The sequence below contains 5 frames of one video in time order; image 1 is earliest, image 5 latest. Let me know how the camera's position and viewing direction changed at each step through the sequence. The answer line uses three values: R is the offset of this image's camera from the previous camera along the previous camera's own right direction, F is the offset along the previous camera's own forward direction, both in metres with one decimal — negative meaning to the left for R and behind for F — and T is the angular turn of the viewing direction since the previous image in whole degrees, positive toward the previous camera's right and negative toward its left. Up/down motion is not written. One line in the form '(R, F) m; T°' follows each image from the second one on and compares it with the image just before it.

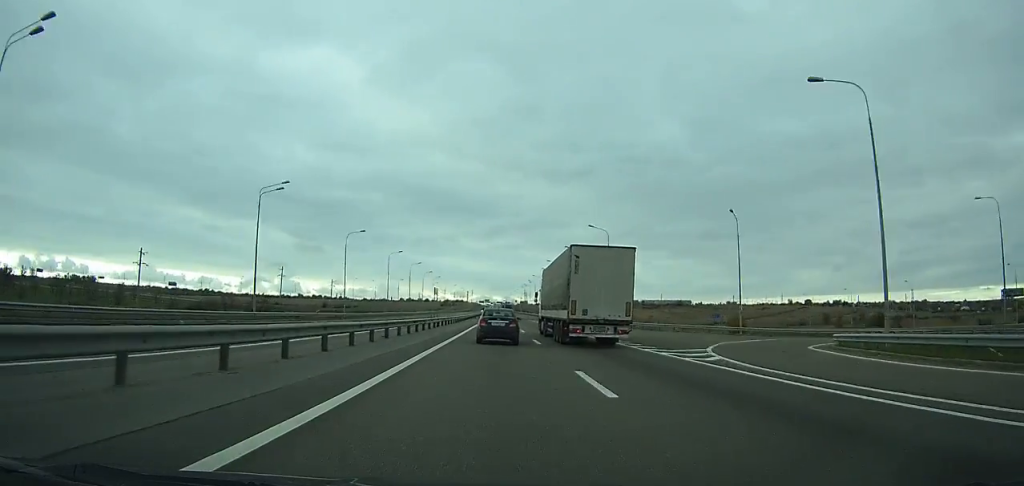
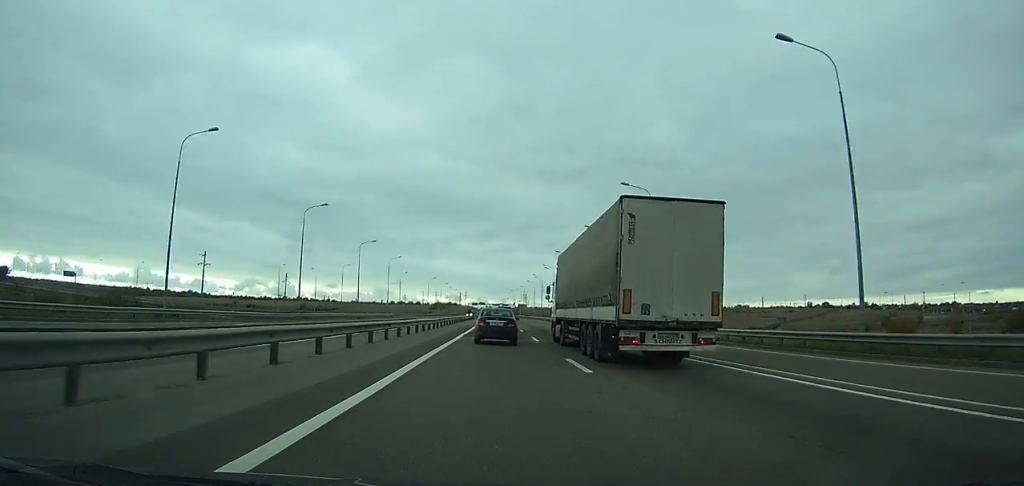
(0.0, +74.0) m; 0°
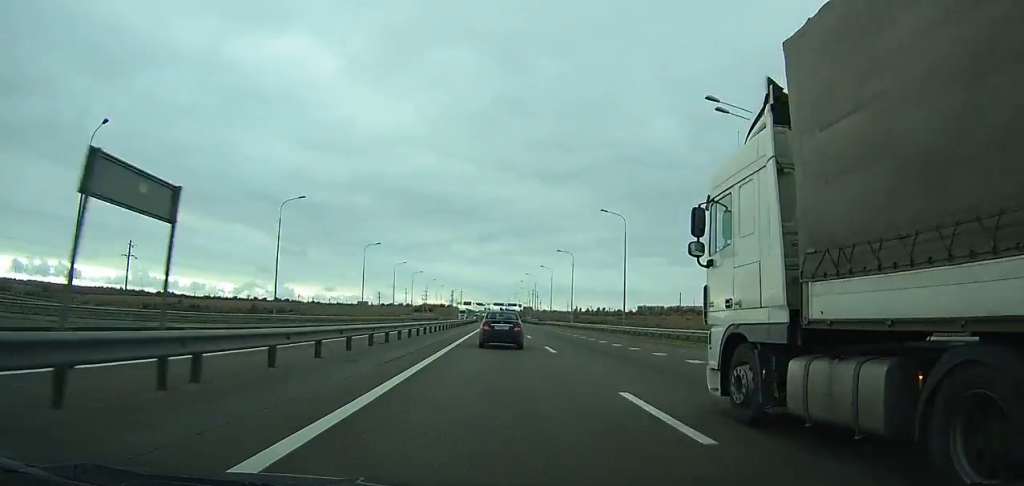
(+0.6, +135.3) m; 0°
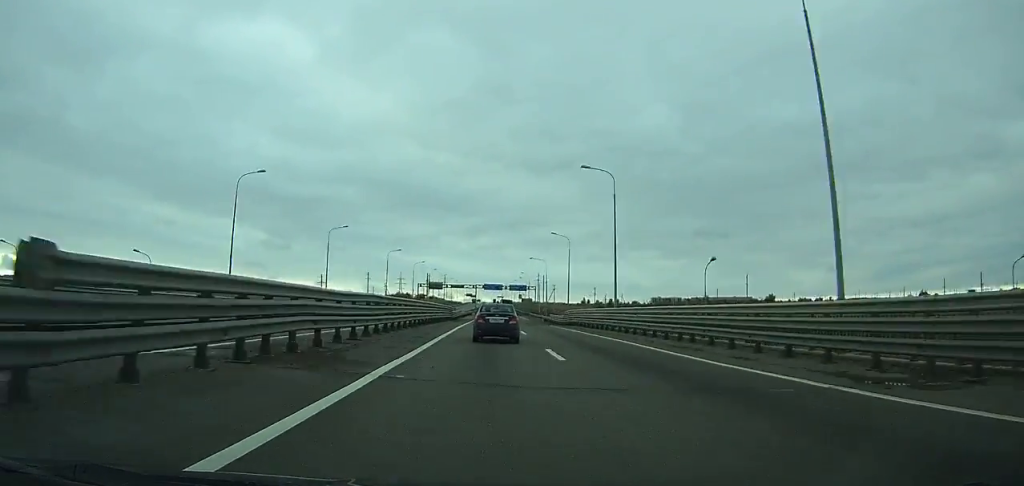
(+0.1, +133.4) m; 0°
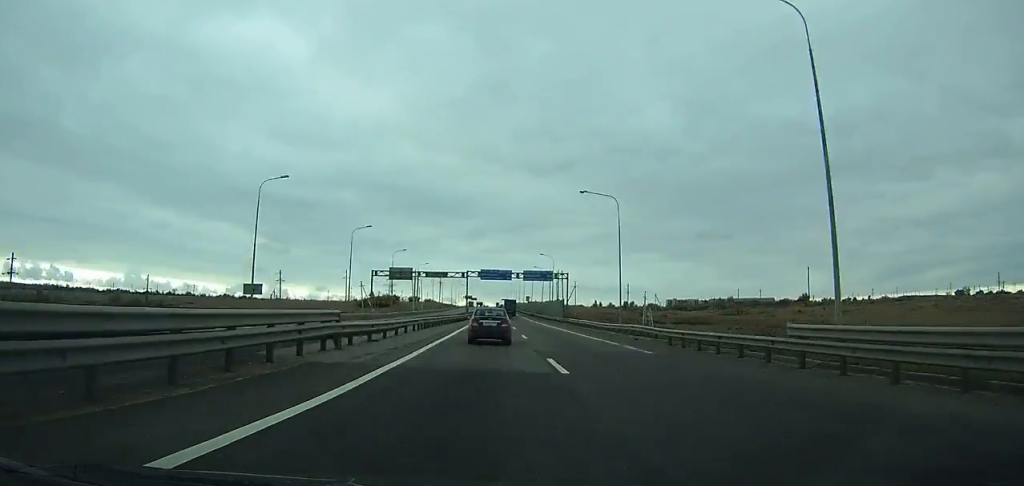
(0.0, +66.3) m; 0°
